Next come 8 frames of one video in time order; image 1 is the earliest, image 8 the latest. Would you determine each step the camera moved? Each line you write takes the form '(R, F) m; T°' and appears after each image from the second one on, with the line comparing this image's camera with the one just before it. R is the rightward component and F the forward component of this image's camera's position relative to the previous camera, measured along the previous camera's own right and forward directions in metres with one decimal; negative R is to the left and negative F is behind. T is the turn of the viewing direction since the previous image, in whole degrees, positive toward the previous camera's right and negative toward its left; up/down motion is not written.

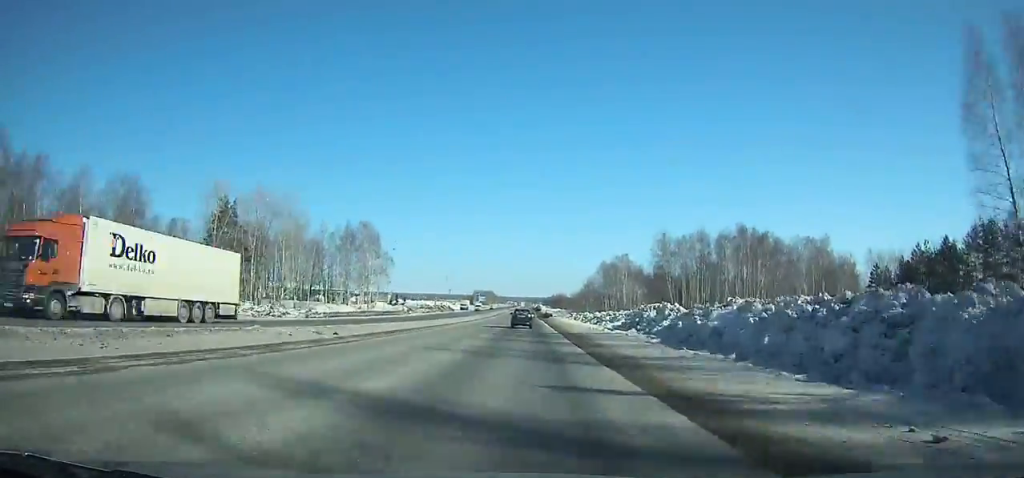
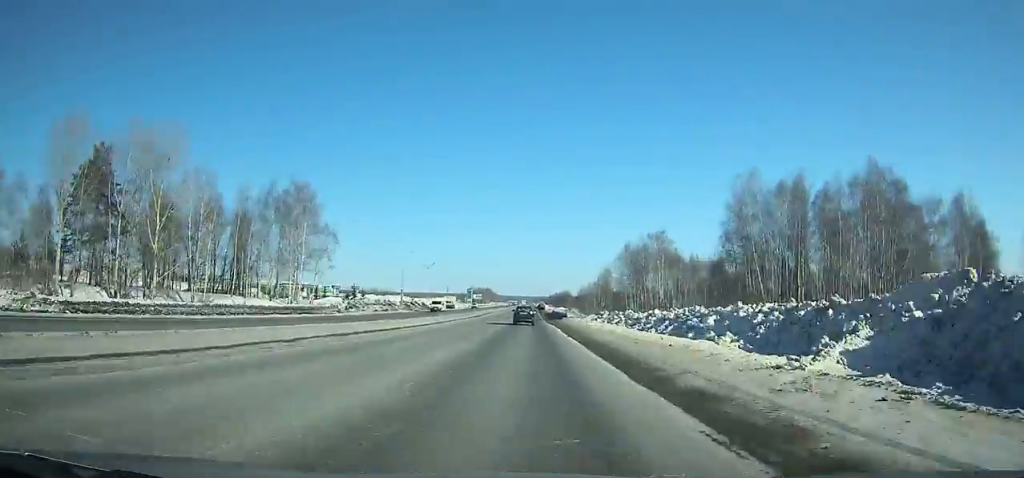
(-0.2, +41.3) m; 0°
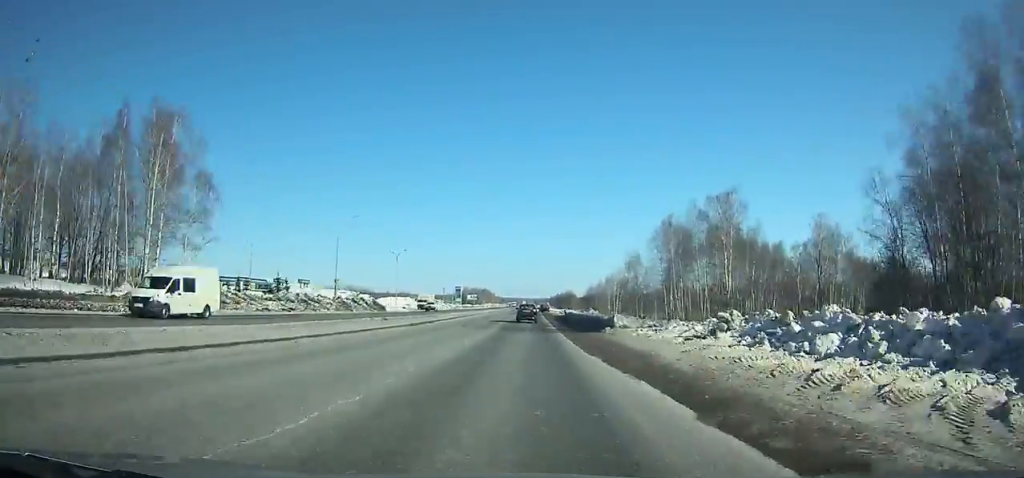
(-0.1, +39.1) m; 0°
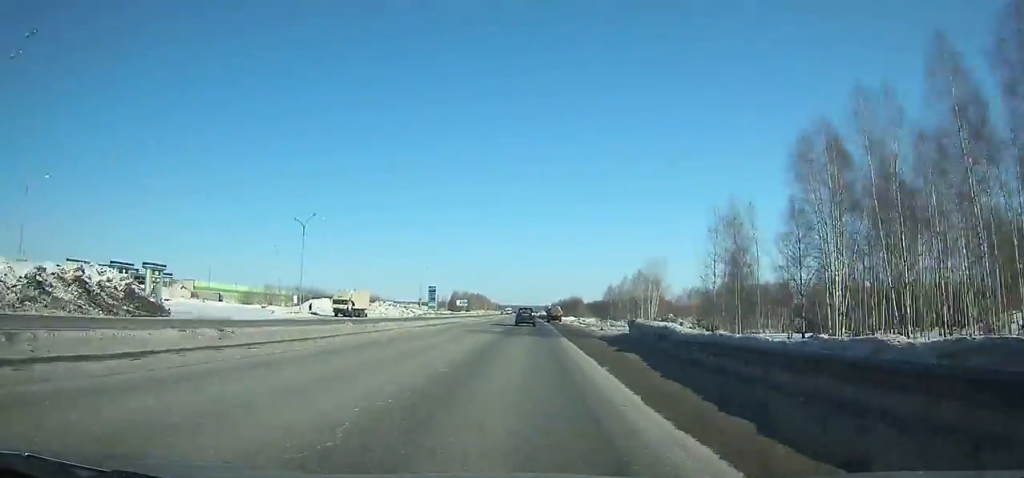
(+0.1, +55.1) m; 0°
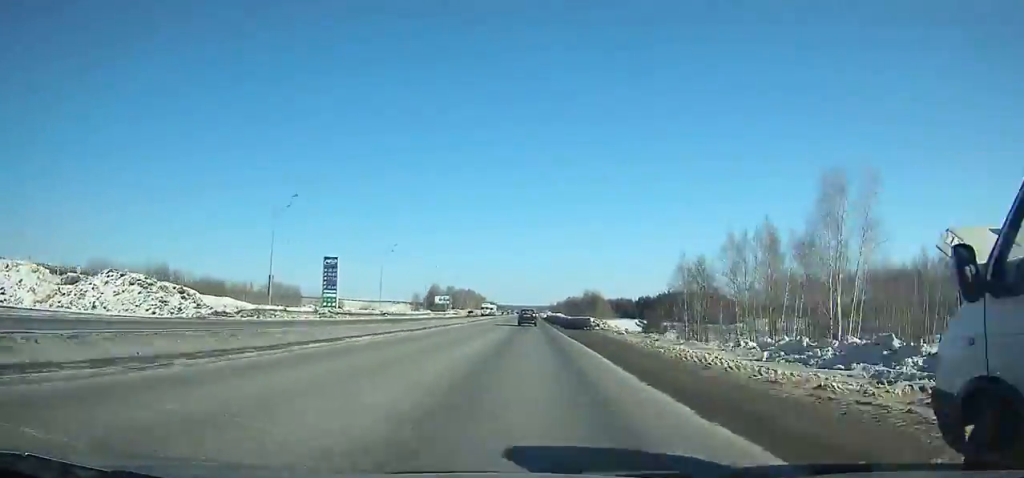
(-0.4, +83.2) m; 0°
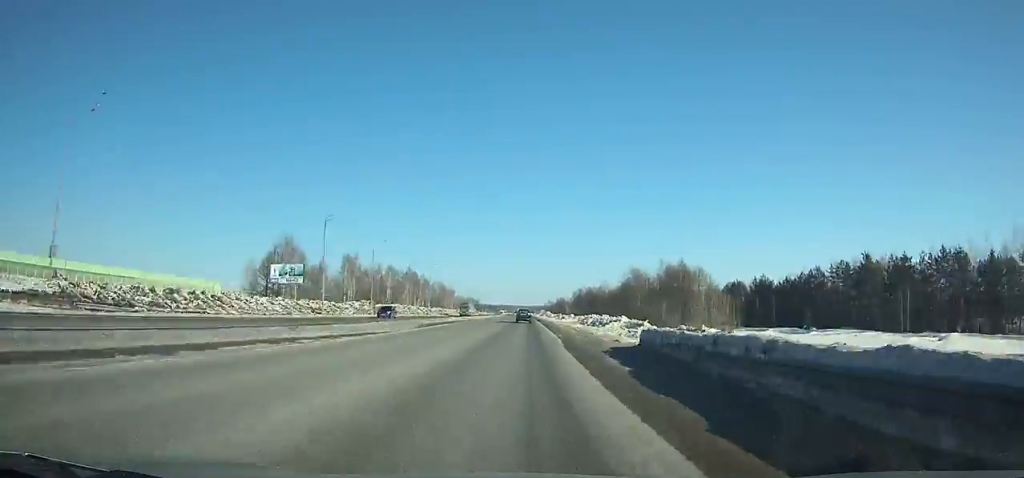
(+1.2, +155.7) m; +1°
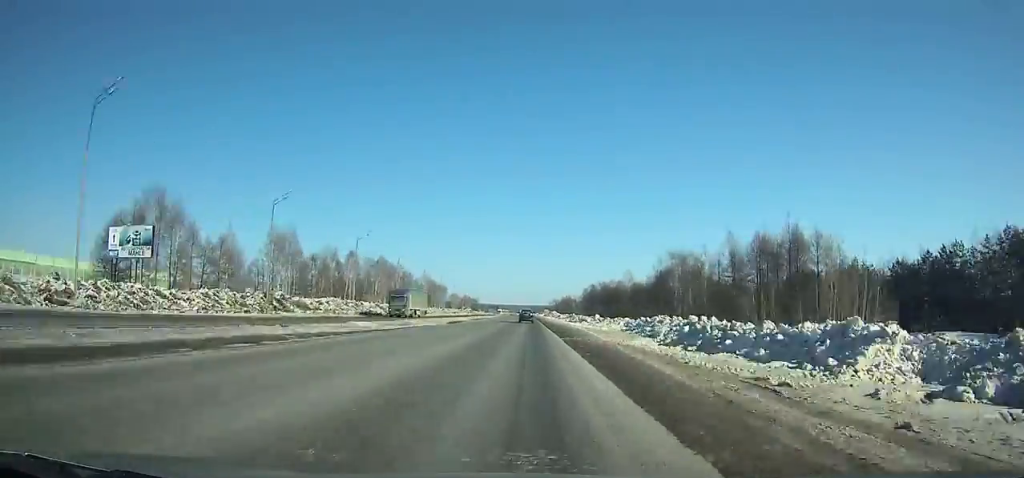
(0.0, +41.7) m; 0°
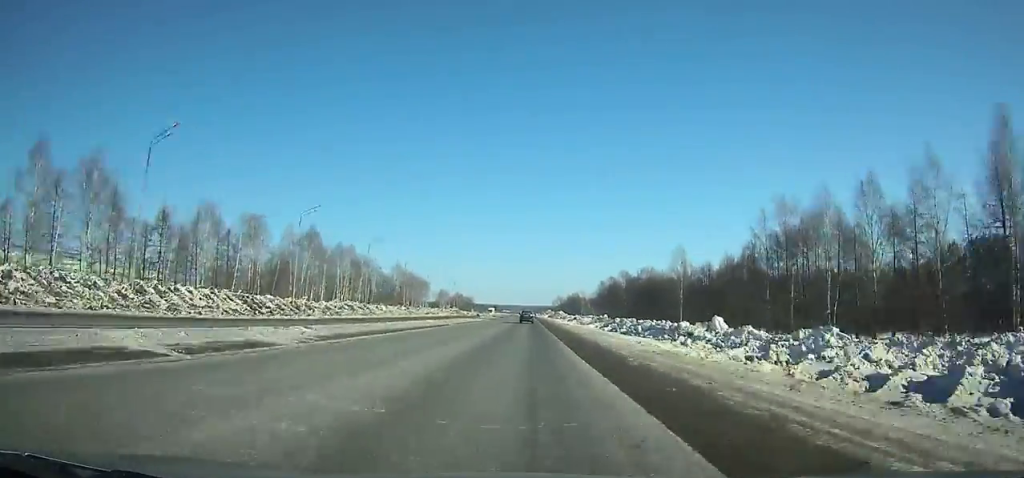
(-0.1, +52.5) m; 0°
